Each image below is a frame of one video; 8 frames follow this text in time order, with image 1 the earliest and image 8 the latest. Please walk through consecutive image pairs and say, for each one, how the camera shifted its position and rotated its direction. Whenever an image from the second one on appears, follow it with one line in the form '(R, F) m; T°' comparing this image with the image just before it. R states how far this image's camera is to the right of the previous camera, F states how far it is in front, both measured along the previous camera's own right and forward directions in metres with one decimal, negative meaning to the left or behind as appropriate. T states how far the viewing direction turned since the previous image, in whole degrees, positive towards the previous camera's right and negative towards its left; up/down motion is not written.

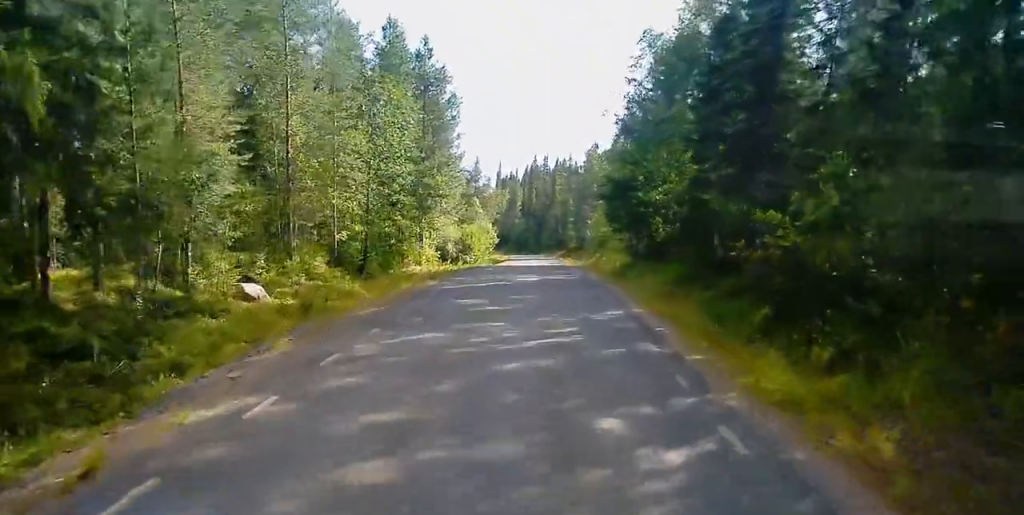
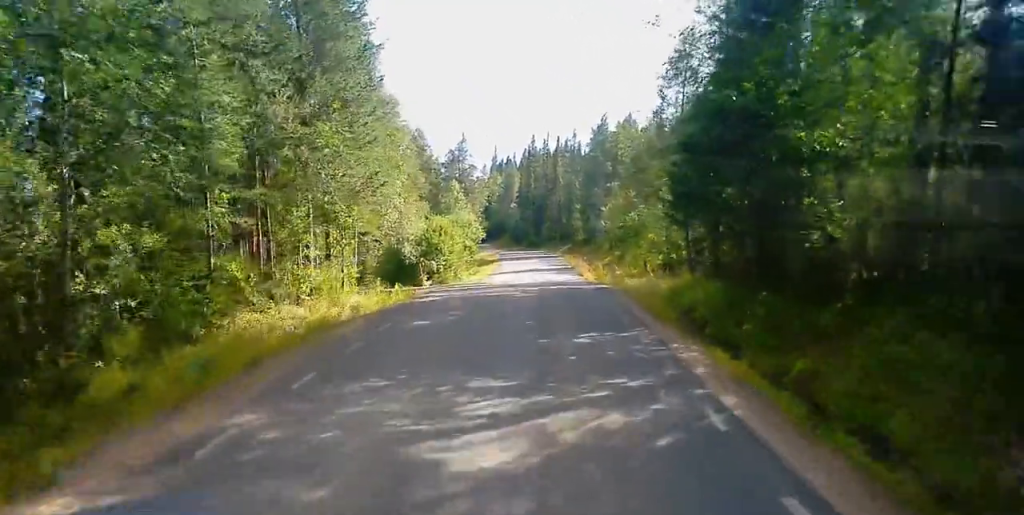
(+0.6, +23.3) m; +2°
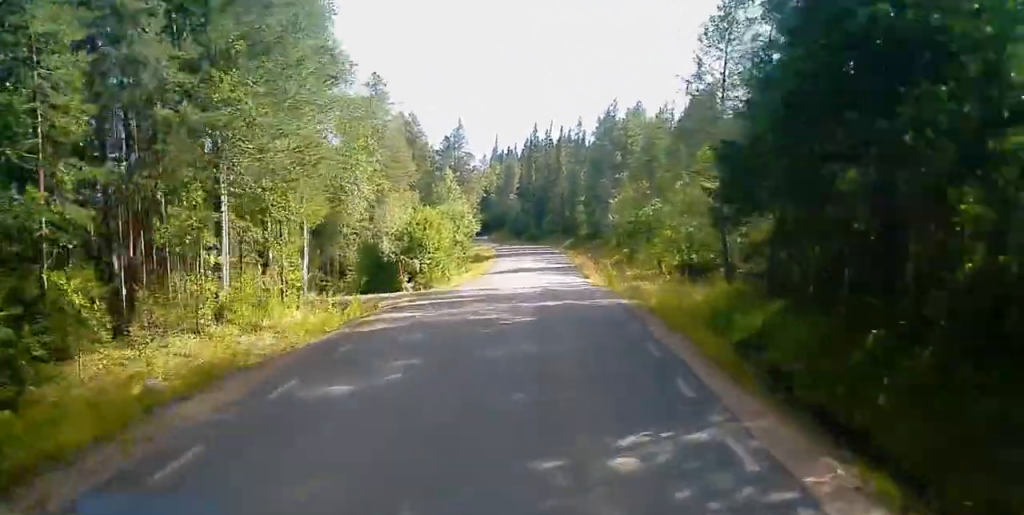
(+0.4, +7.2) m; -1°
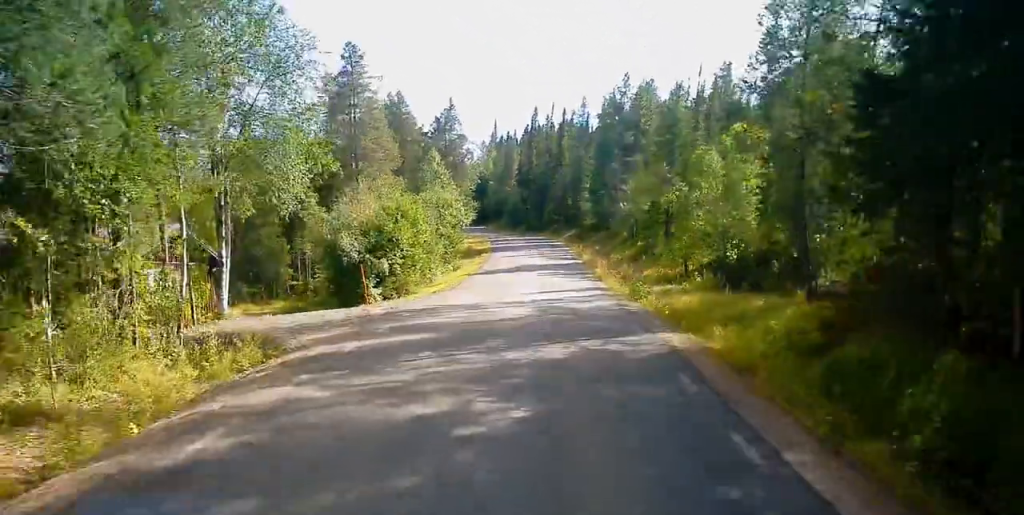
(-0.7, +9.0) m; -3°
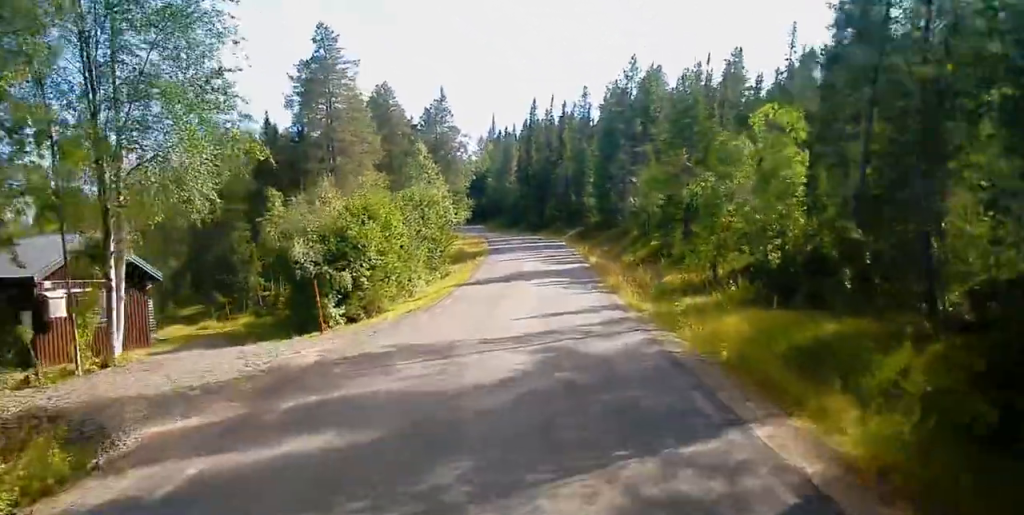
(-0.2, +7.0) m; -1°
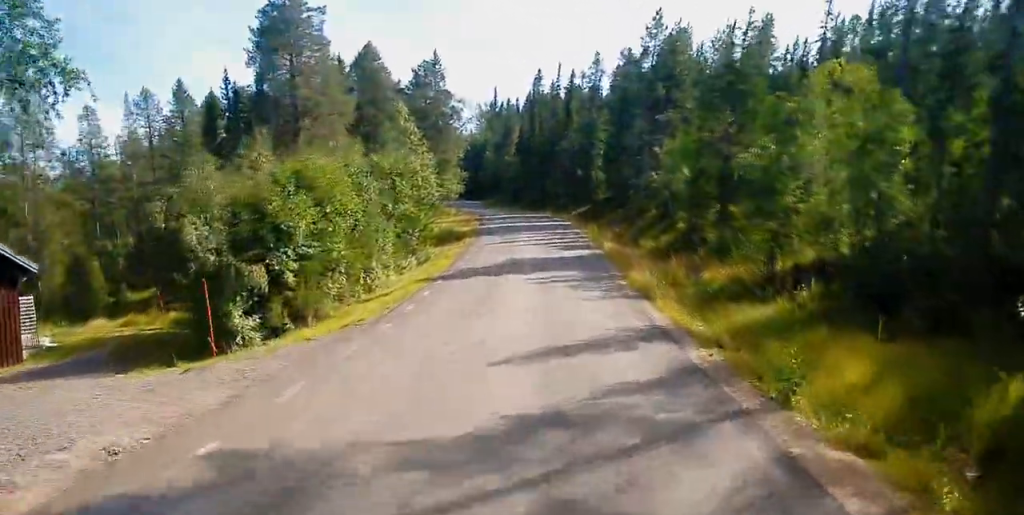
(0.0, +8.9) m; 0°
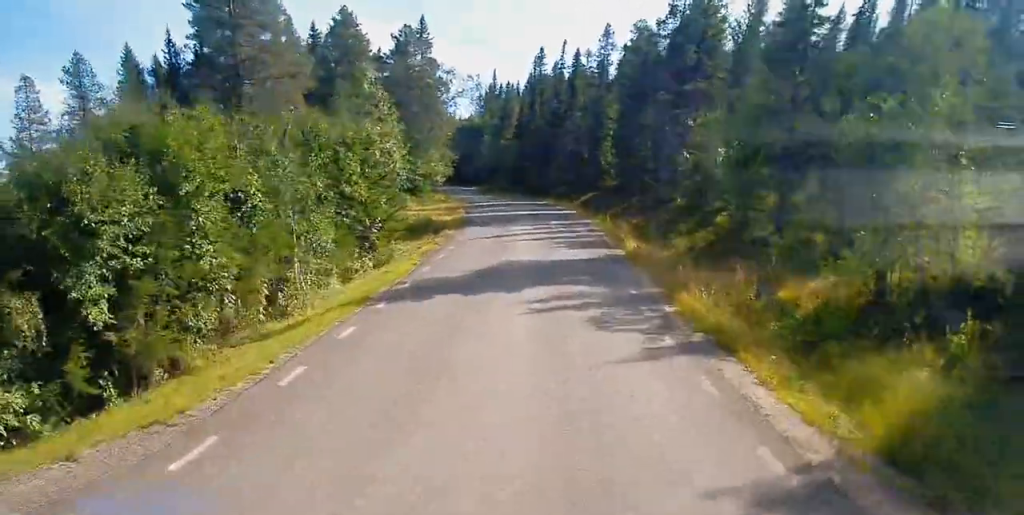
(0.0, +9.1) m; 0°
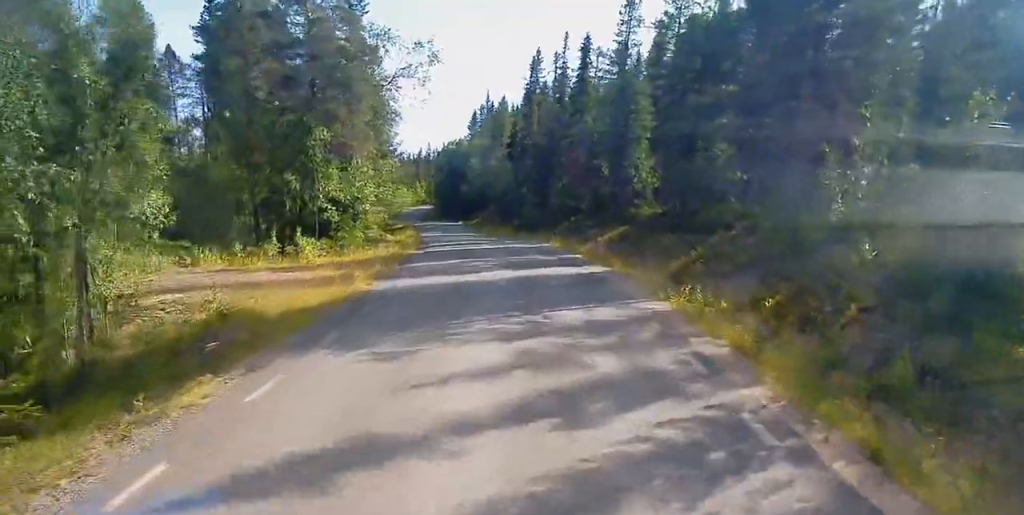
(+0.2, +23.7) m; -1°
